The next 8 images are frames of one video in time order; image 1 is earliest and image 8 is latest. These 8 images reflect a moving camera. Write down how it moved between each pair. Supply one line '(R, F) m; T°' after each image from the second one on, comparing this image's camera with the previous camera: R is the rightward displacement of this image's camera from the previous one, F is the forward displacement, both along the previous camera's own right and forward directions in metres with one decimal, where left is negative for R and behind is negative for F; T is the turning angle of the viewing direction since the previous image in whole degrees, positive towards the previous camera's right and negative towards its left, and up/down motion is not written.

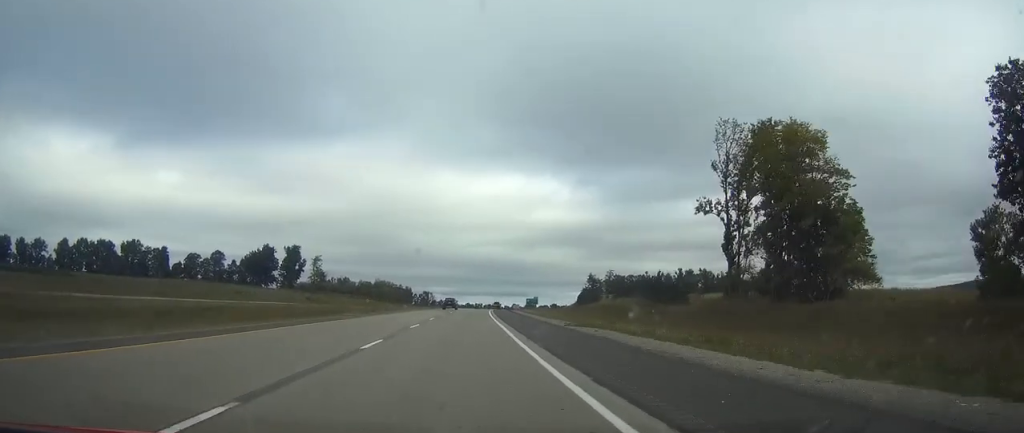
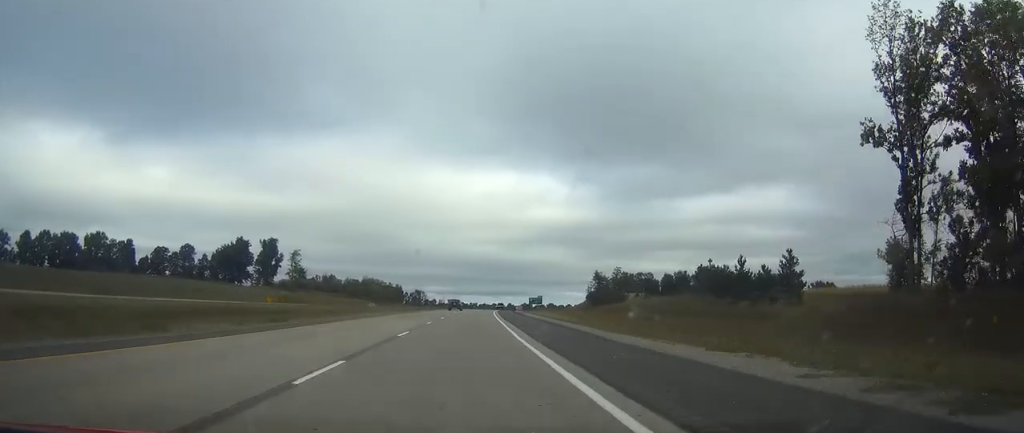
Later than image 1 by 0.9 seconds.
(+0.1, +30.4) m; 0°
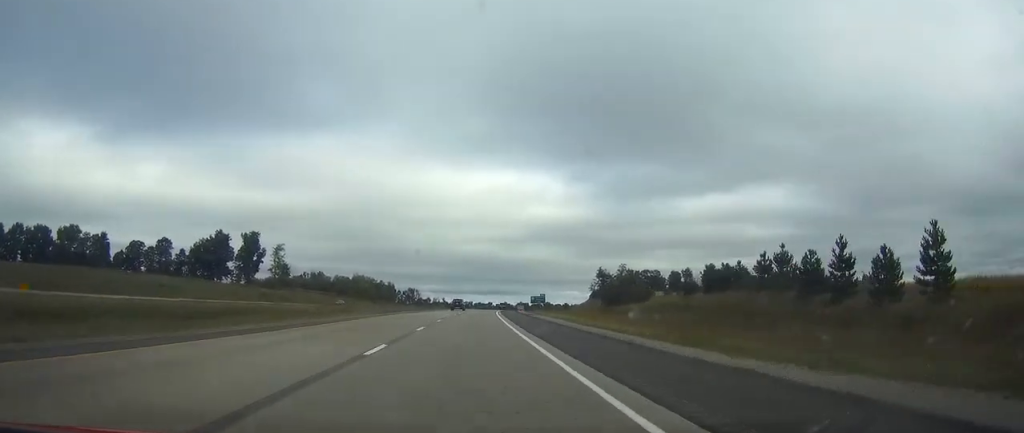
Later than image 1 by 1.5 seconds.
(0.0, +19.6) m; 0°
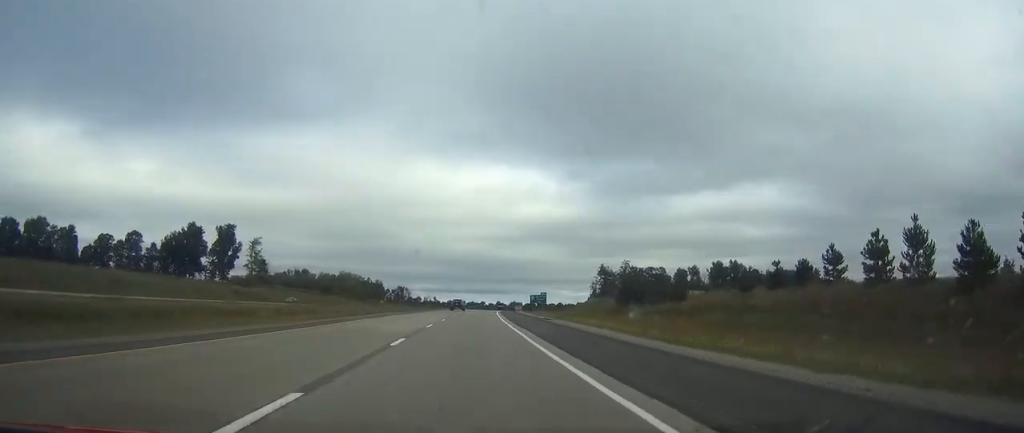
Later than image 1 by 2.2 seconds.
(+0.2, +20.8) m; +1°
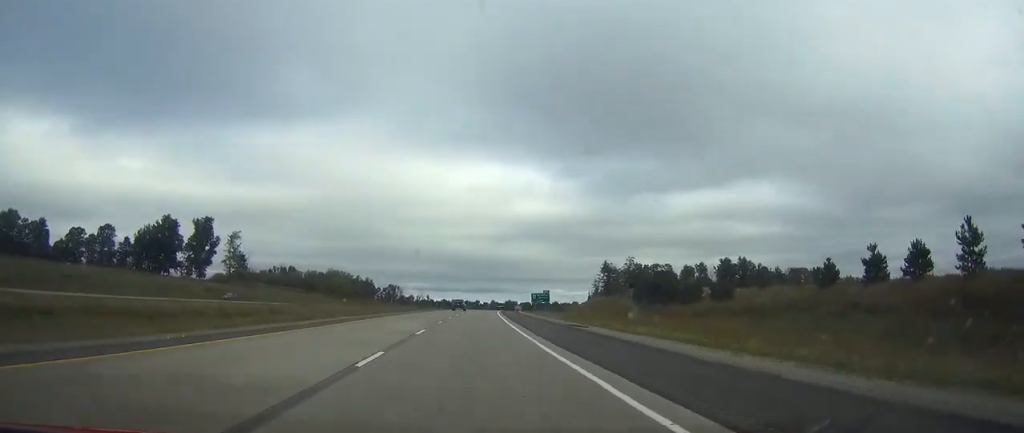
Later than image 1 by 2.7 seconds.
(+0.1, +17.5) m; 0°
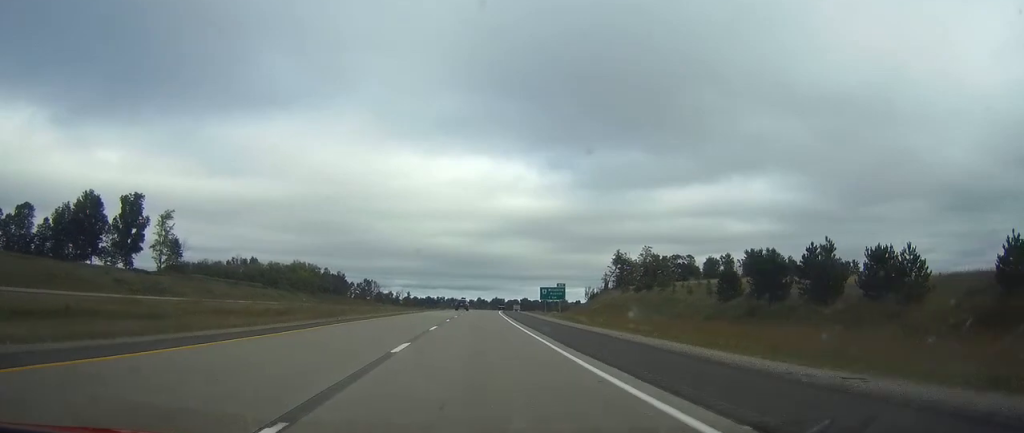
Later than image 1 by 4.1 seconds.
(+0.5, +45.1) m; +1°
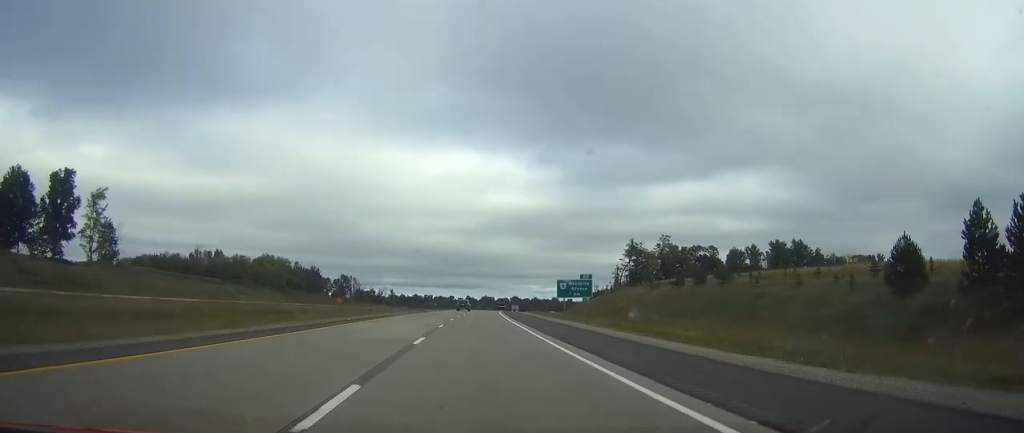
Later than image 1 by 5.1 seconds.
(+0.3, +33.1) m; +1°
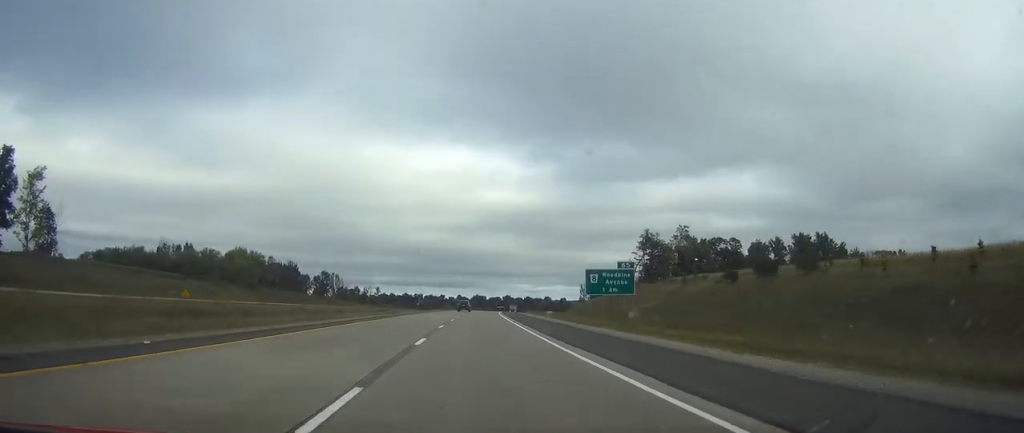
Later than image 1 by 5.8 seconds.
(+0.1, +24.4) m; +1°
